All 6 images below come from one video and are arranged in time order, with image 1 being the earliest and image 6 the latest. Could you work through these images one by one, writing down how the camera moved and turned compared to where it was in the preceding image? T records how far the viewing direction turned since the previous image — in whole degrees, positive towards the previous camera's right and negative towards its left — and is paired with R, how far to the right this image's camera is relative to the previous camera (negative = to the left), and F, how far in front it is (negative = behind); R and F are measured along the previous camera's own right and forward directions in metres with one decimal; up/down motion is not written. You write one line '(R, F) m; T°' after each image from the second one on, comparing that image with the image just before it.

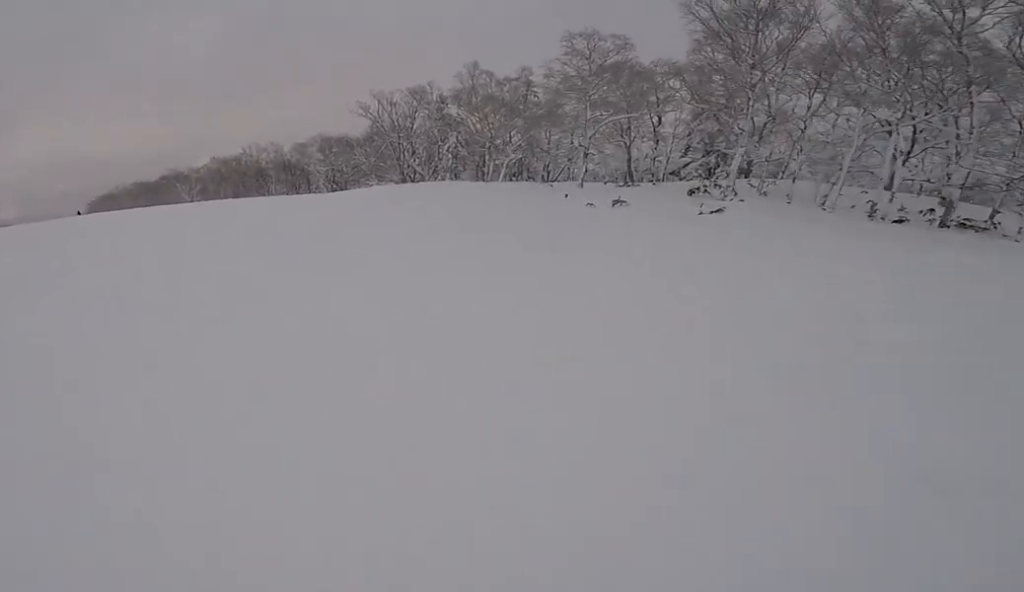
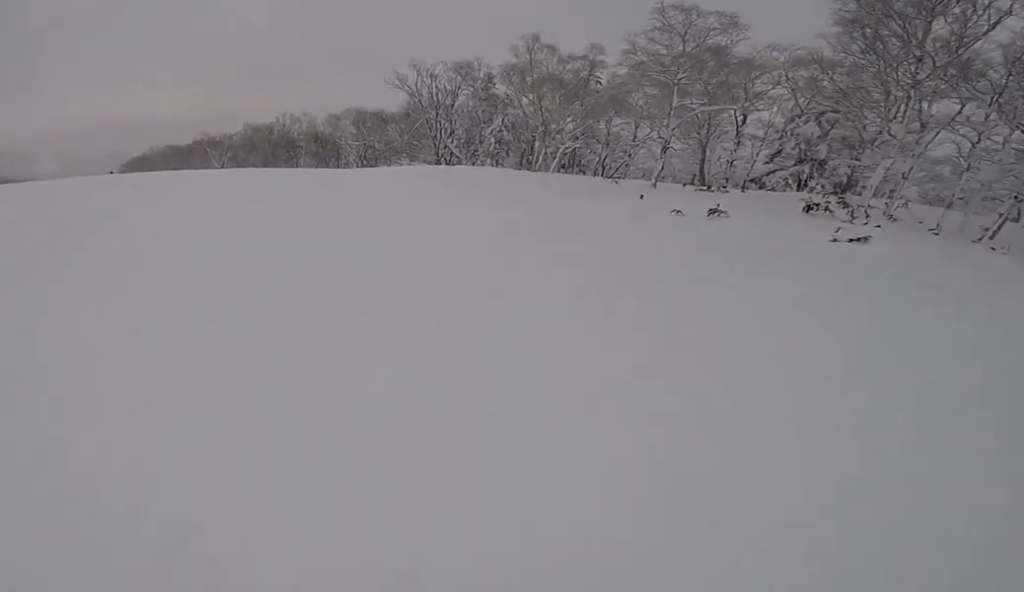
(+0.2, +5.4) m; -4°
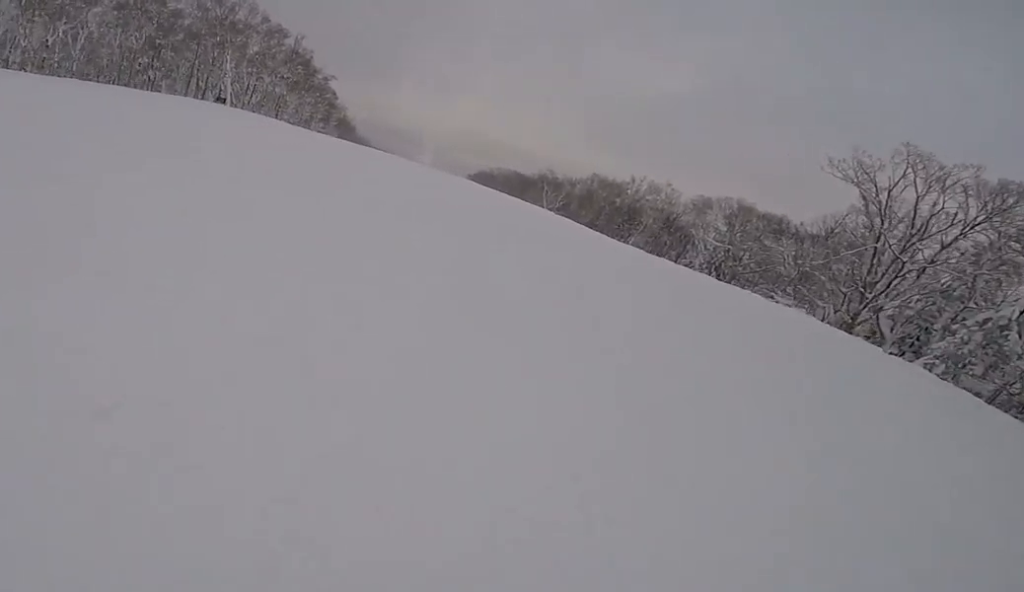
(-3.5, +15.4) m; -31°
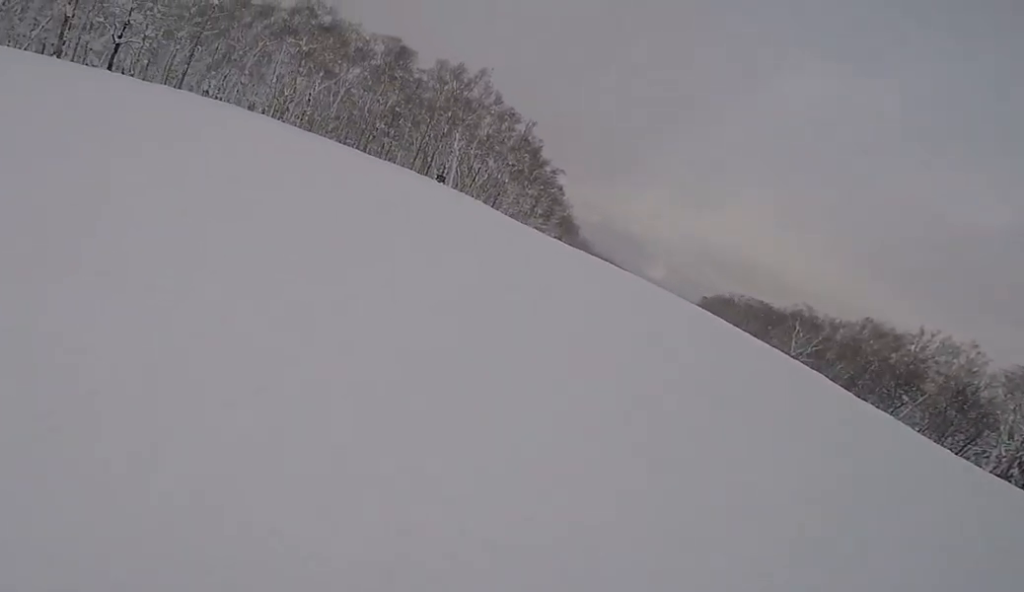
(-0.1, +4.4) m; -12°
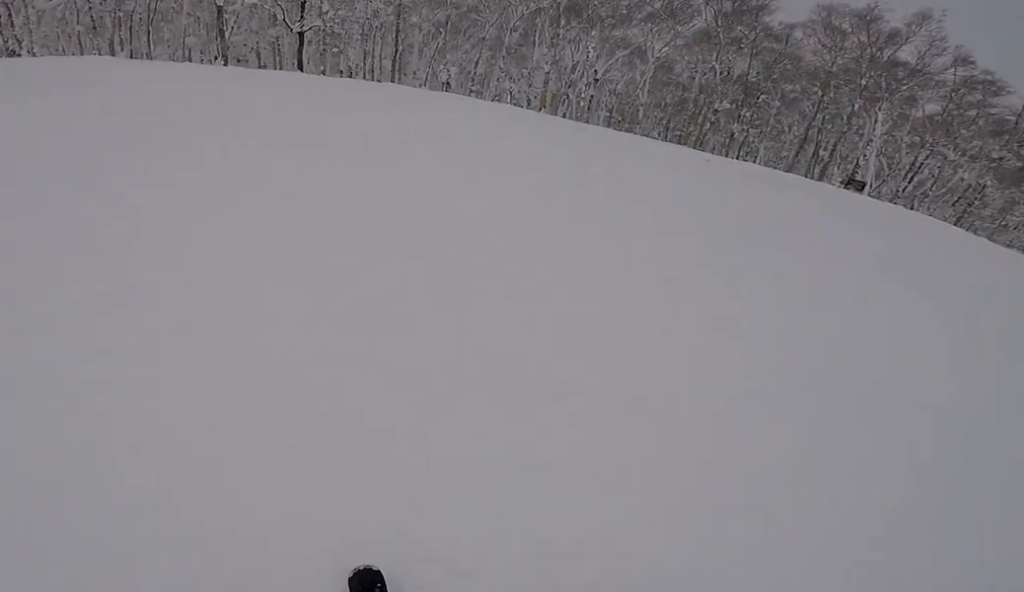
(-7.9, +14.9) m; -43°
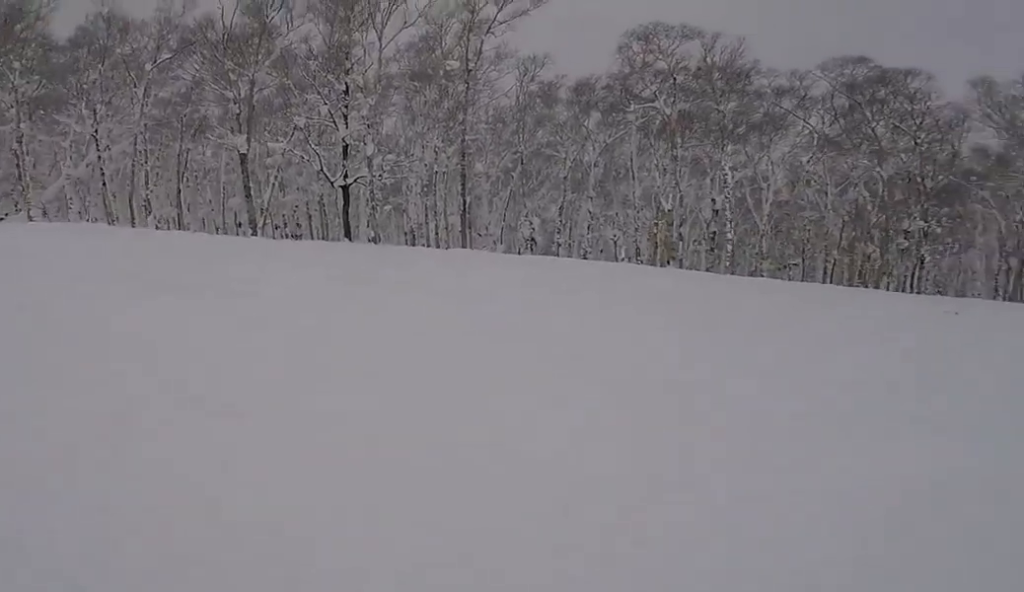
(-1.0, +9.0) m; 0°
